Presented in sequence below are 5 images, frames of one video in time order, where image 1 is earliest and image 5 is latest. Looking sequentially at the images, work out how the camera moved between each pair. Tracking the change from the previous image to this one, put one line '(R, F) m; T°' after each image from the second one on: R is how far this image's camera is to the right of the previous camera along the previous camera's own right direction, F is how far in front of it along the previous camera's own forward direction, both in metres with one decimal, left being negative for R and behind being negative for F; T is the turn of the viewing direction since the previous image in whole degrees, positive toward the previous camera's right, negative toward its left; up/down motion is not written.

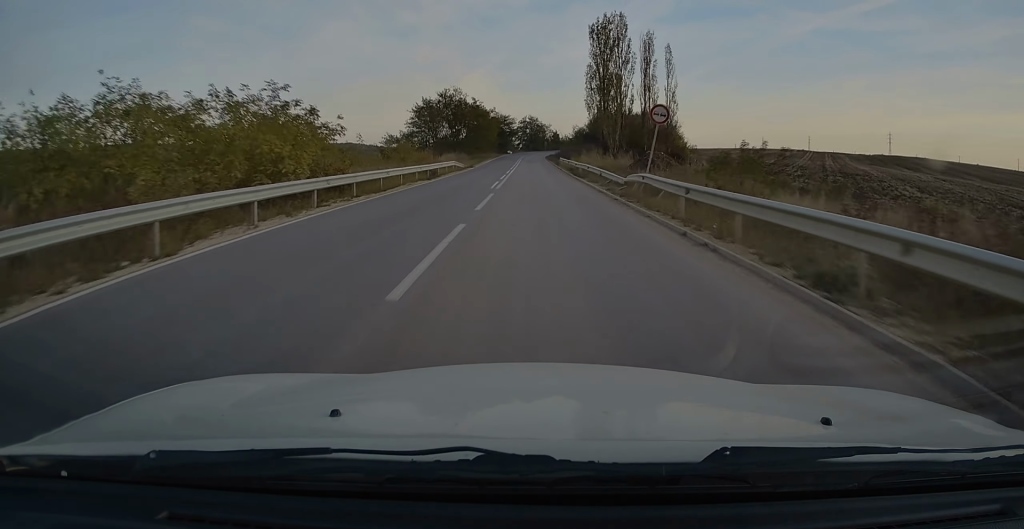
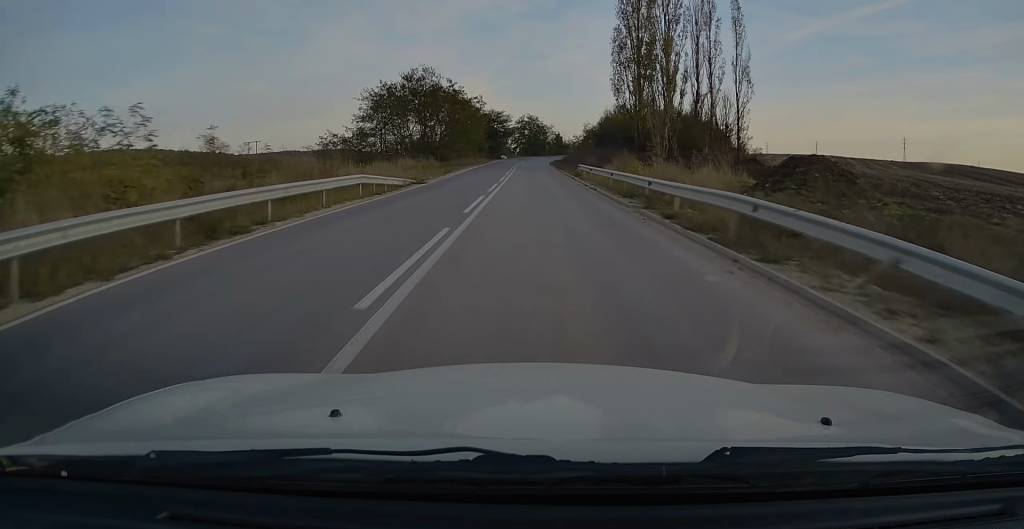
(0.0, +27.4) m; 0°
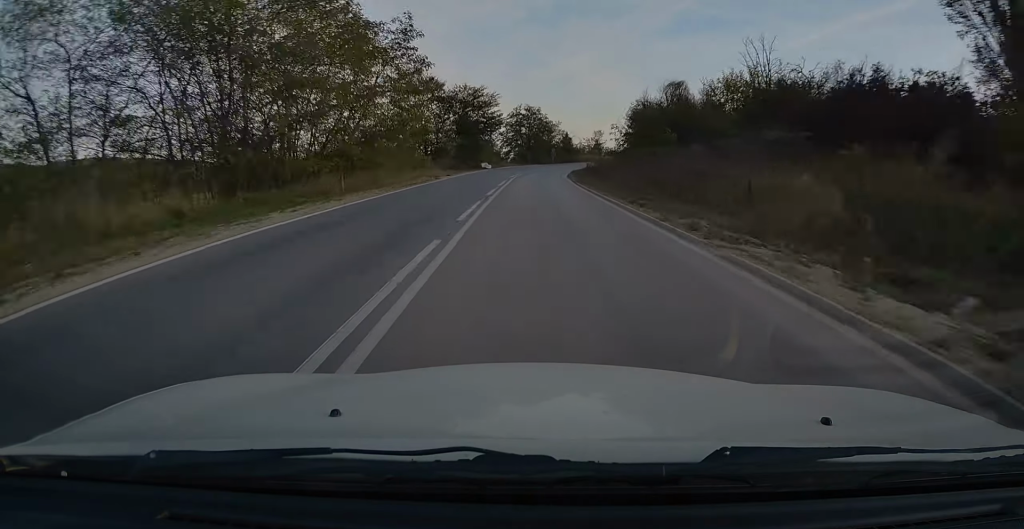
(+0.1, +46.3) m; 0°
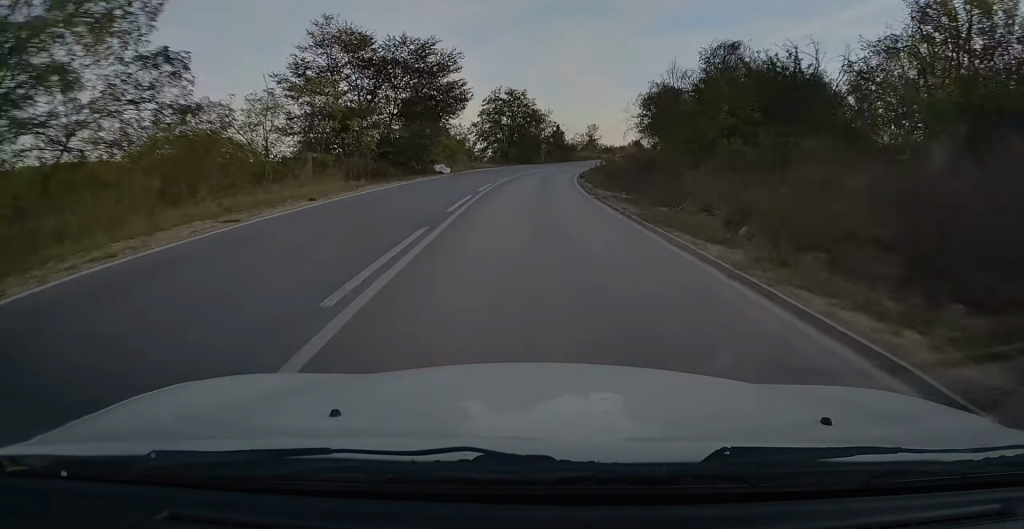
(+0.2, +25.3) m; +2°
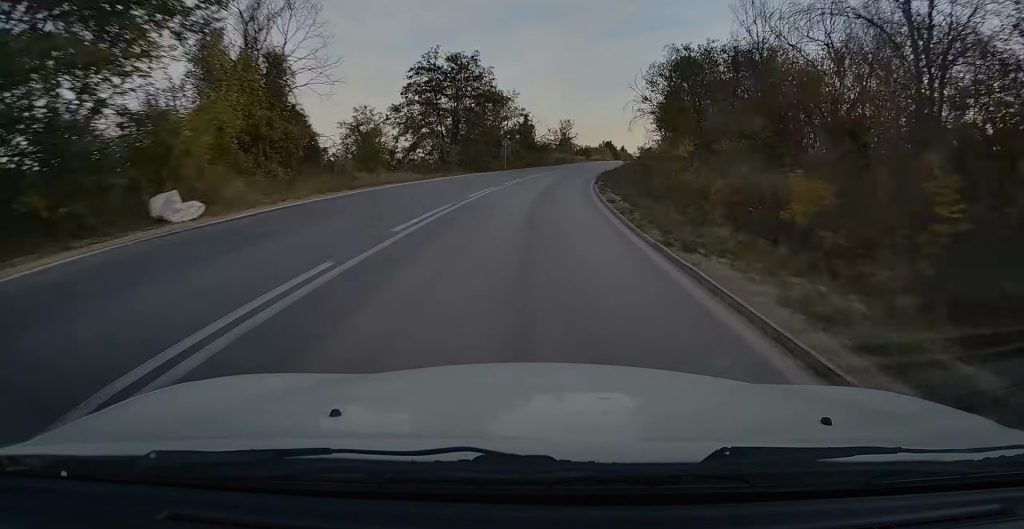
(+0.9, +30.7) m; +4°
